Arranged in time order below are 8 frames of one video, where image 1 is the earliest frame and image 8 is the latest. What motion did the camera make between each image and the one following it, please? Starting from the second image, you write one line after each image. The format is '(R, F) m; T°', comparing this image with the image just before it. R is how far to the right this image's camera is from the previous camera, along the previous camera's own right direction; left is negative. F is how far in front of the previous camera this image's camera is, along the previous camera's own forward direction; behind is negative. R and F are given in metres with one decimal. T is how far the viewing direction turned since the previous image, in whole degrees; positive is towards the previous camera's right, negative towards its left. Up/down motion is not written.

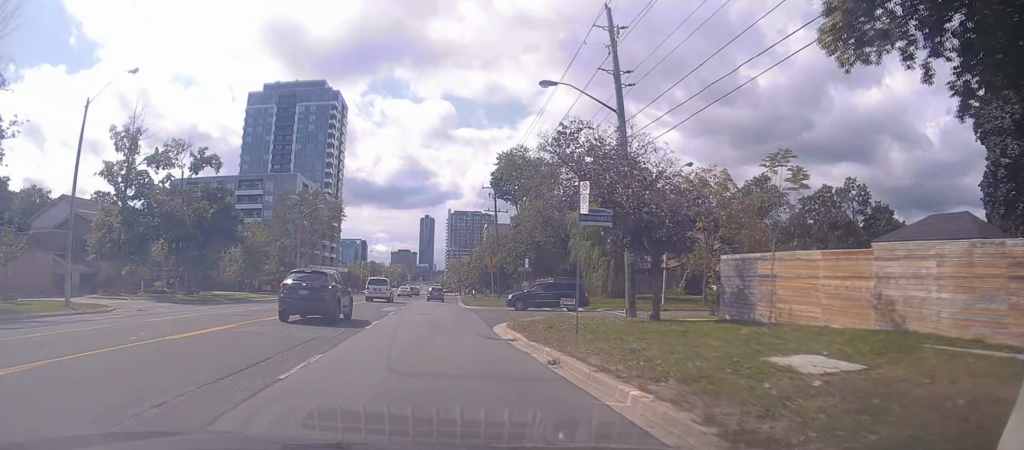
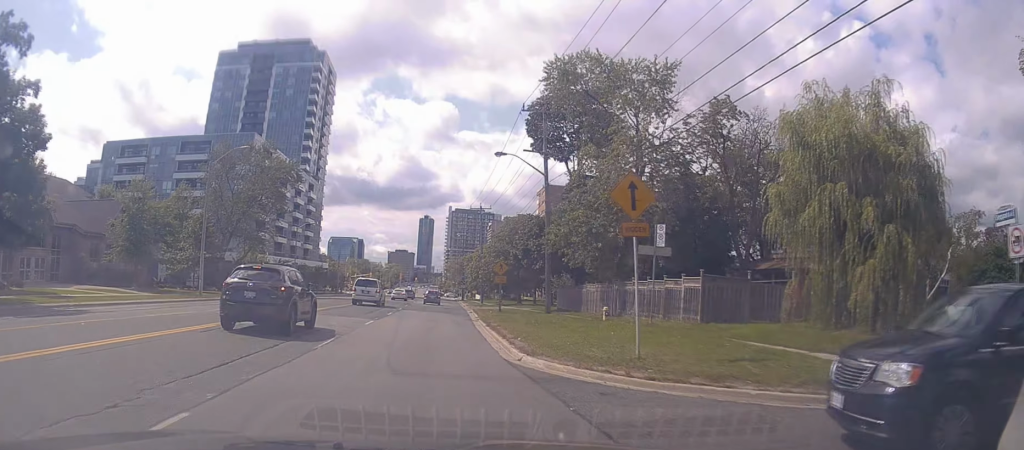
(-0.5, +31.1) m; -4°
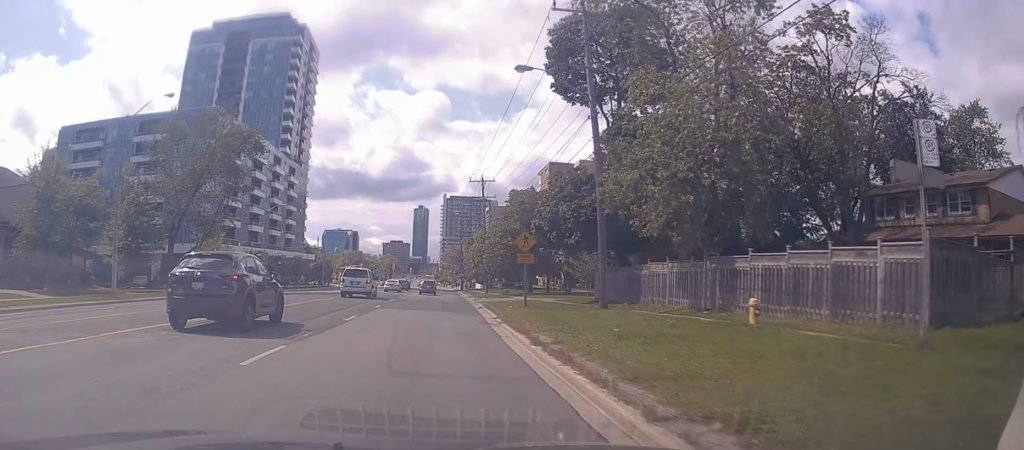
(-0.6, +12.9) m; +1°
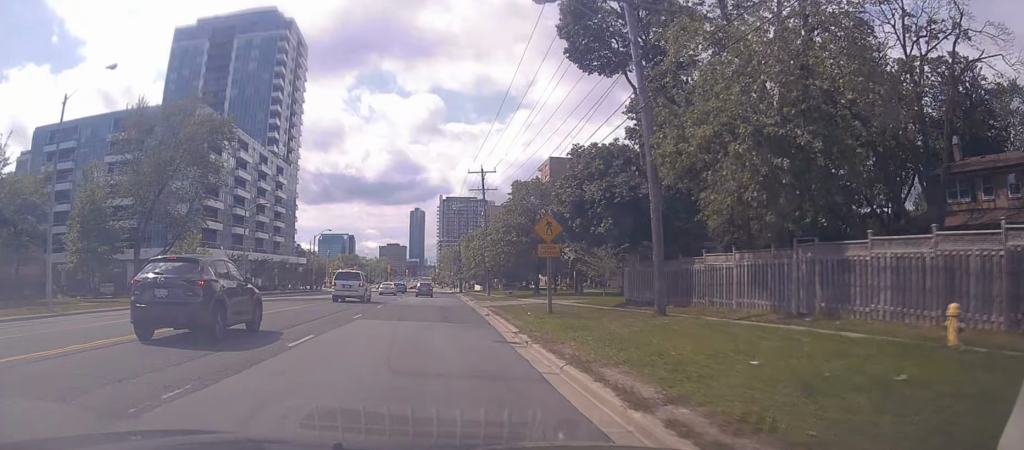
(+0.3, +6.4) m; +1°
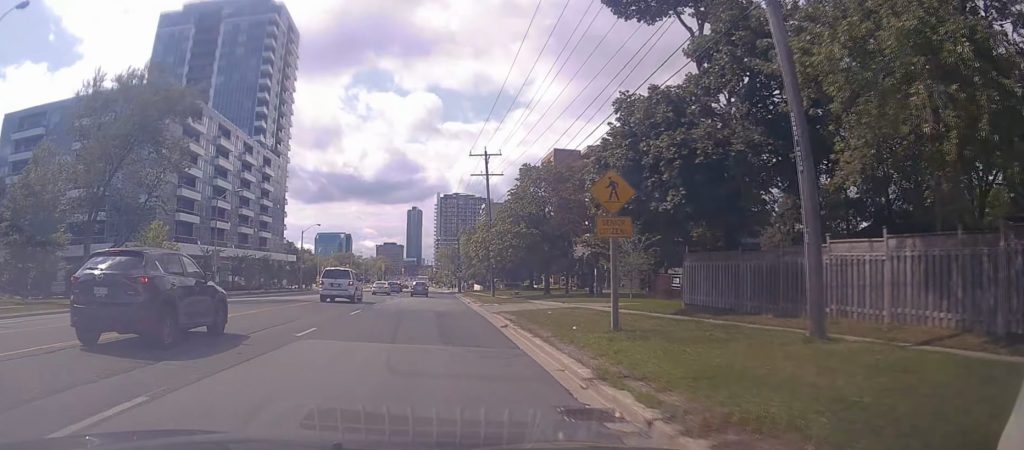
(+0.5, +7.8) m; +1°
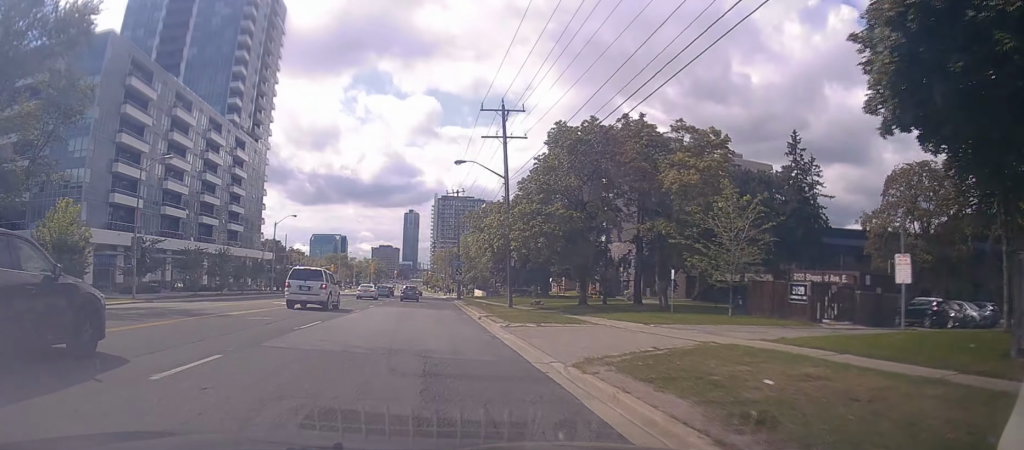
(-0.5, +15.5) m; 0°
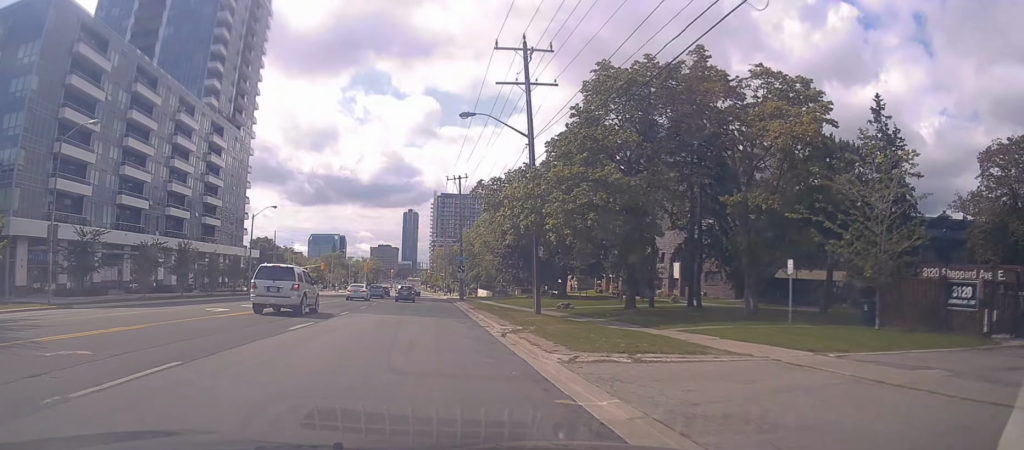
(+0.3, +10.5) m; +1°
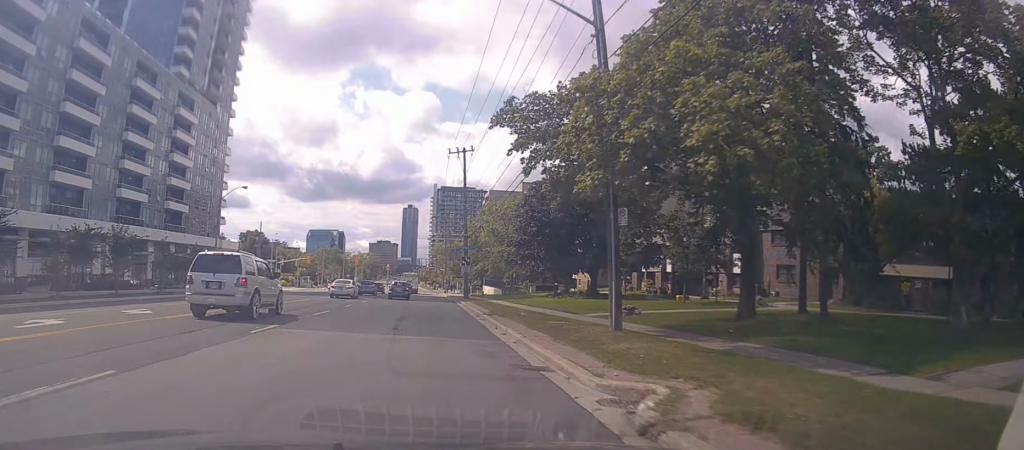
(+0.1, +12.2) m; -1°
